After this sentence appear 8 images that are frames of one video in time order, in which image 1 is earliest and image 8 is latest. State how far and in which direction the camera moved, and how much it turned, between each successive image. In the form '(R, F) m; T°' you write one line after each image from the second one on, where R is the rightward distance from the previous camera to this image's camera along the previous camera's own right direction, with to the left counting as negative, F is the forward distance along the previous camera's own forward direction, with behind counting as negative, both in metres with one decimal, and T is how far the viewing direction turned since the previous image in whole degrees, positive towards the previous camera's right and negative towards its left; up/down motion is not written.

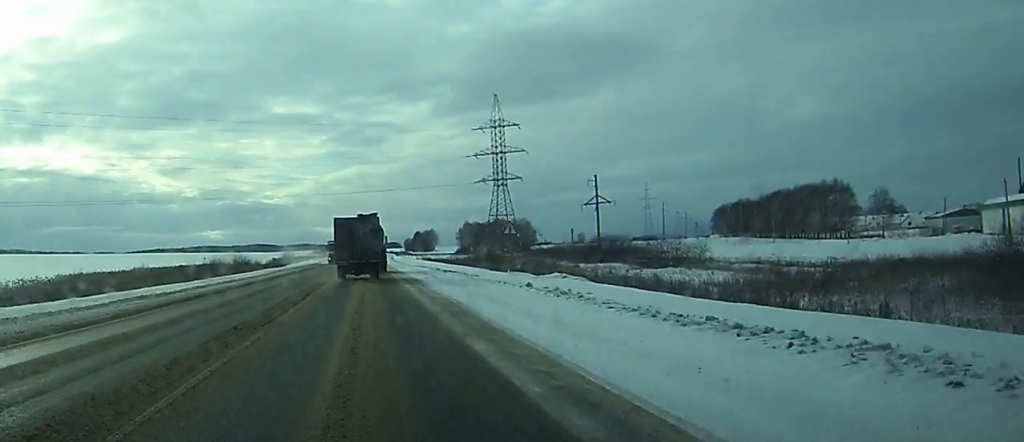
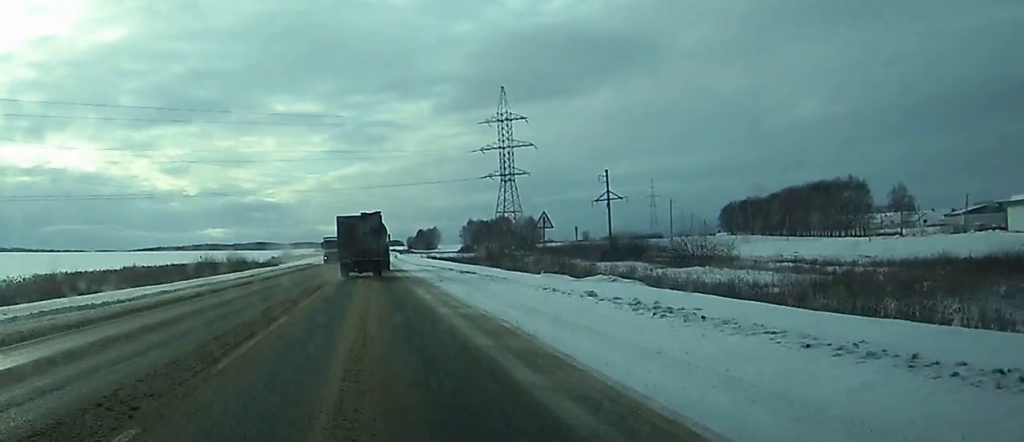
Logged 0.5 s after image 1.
(0.0, +7.6) m; 0°
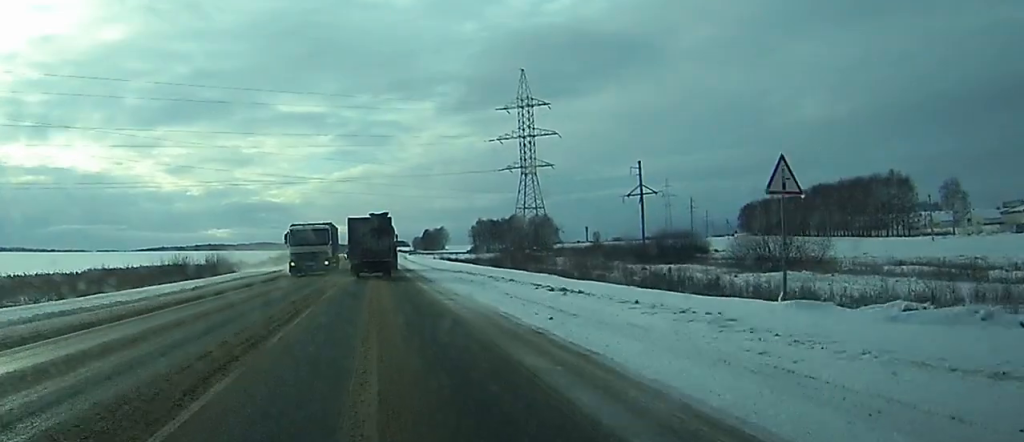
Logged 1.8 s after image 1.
(+0.2, +20.5) m; 0°
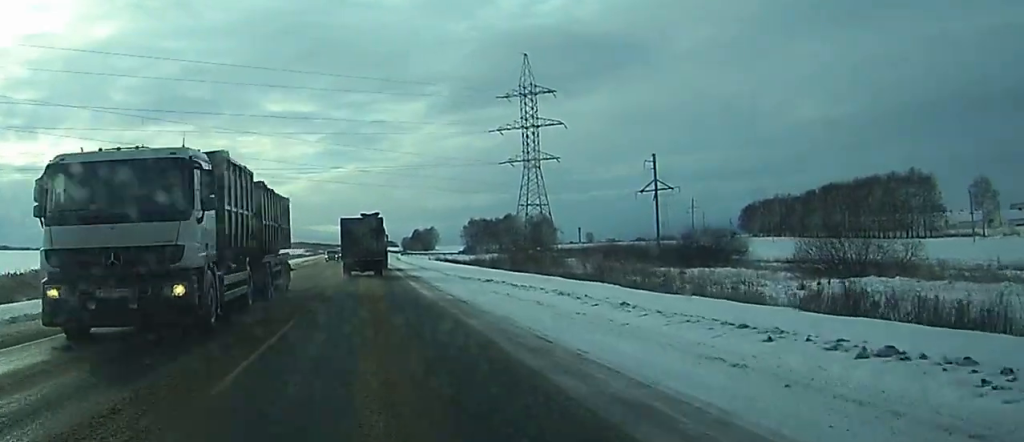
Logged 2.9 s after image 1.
(0.0, +16.0) m; -1°
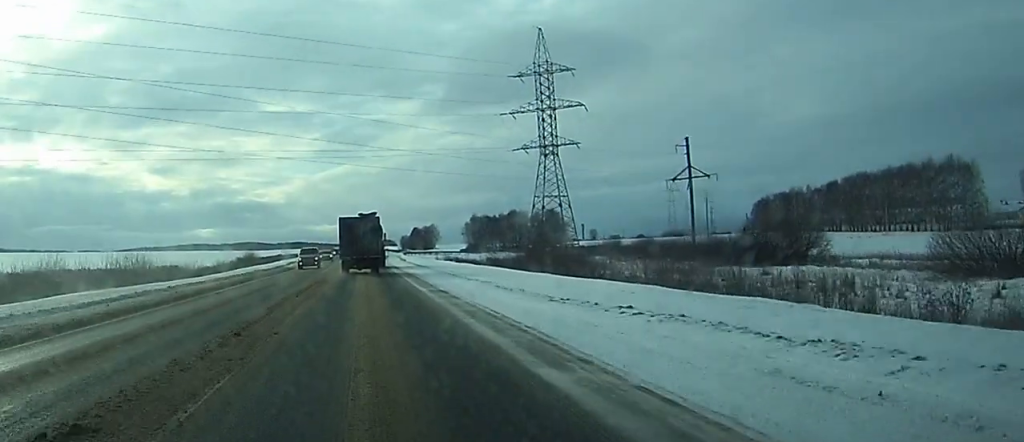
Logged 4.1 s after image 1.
(-0.1, +19.2) m; 0°
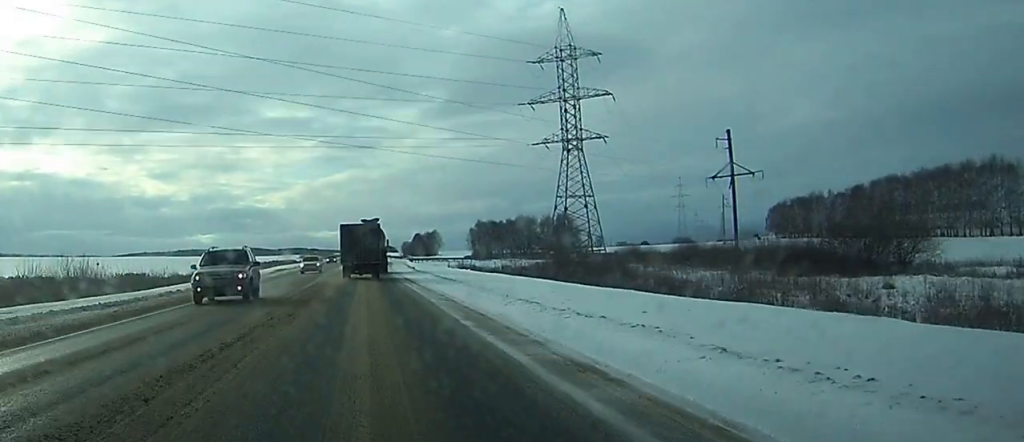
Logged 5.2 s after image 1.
(0.0, +16.7) m; +1°
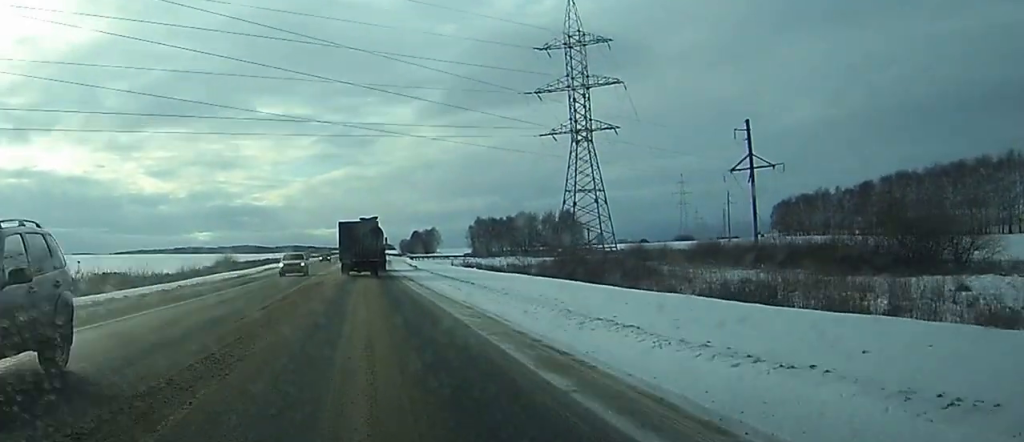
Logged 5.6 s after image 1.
(0.0, +7.3) m; 0°
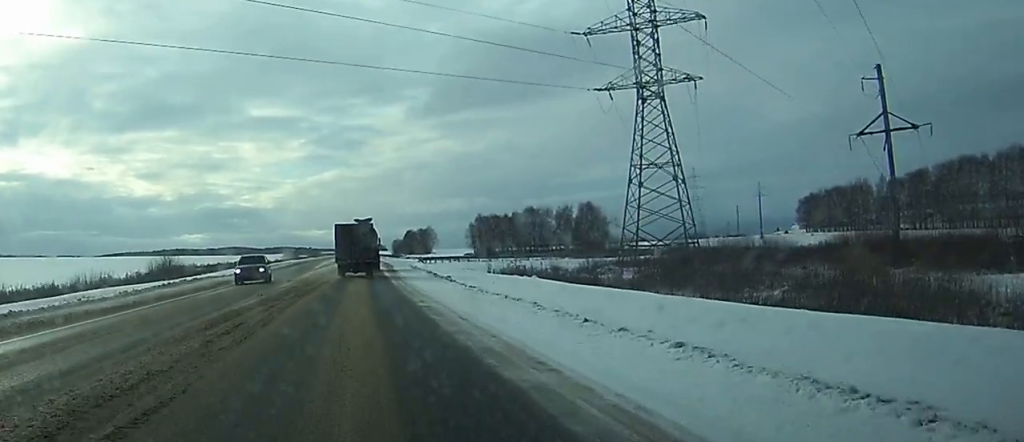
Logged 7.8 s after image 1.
(+0.3, +35.2) m; +1°
